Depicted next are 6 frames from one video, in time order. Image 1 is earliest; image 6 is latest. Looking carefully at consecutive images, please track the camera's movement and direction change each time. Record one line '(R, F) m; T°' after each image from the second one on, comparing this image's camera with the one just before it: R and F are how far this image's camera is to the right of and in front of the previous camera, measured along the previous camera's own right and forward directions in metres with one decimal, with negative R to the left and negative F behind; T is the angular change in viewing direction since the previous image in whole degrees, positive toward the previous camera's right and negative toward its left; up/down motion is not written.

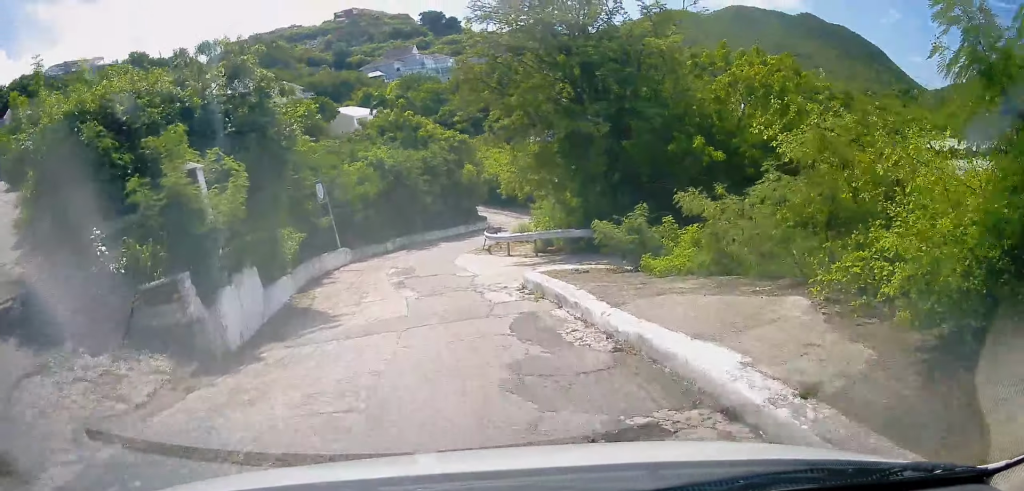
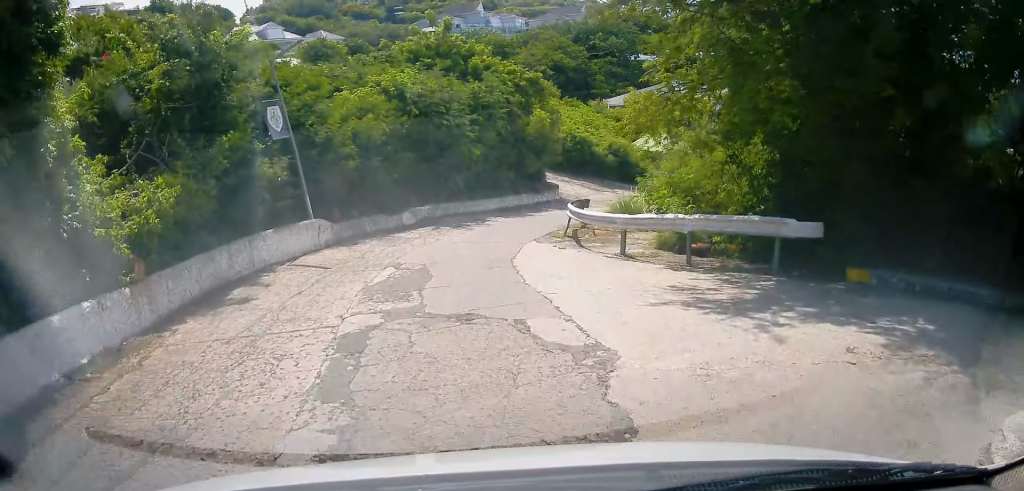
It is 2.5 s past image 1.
(-0.6, +12.3) m; -13°
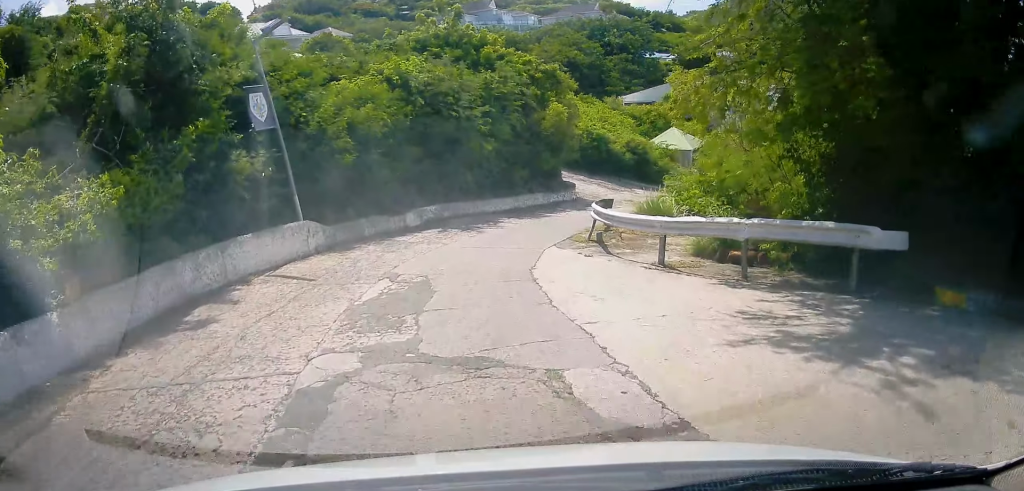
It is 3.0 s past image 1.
(0.0, +2.0) m; -2°
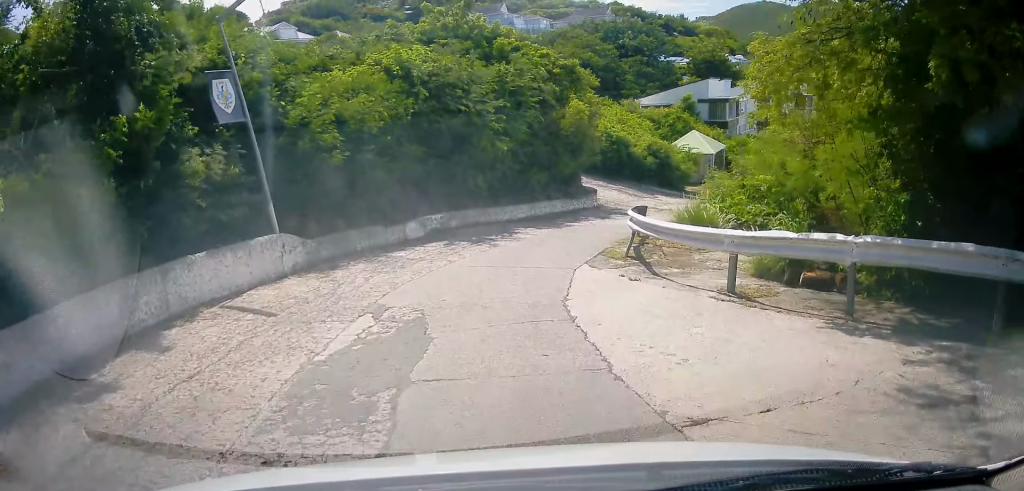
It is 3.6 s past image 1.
(-0.1, +2.8) m; +2°
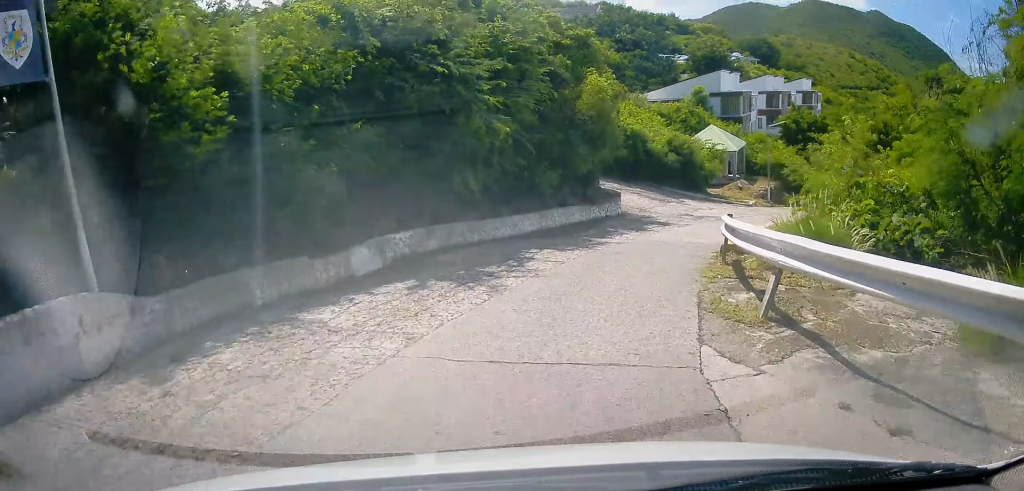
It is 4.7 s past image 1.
(+0.3, +5.9) m; +10°
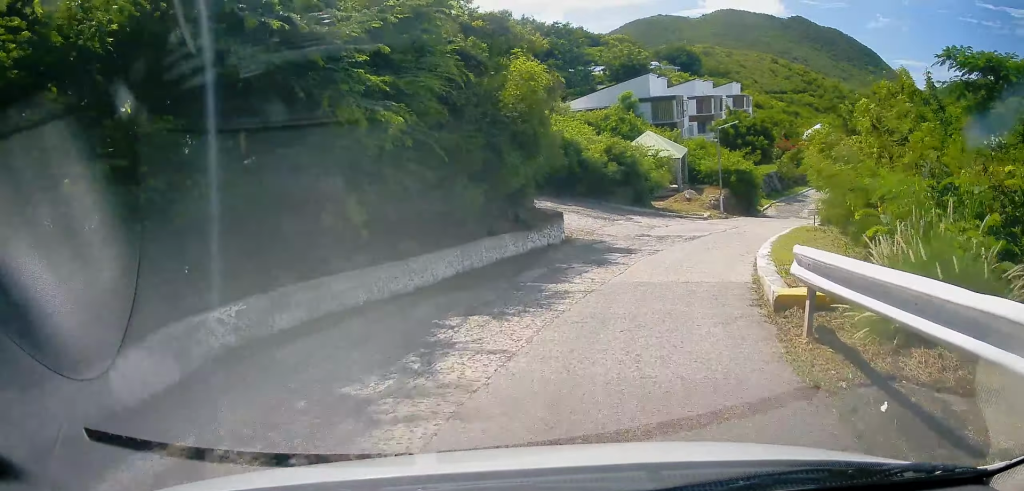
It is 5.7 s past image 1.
(+0.5, +4.8) m; +12°
